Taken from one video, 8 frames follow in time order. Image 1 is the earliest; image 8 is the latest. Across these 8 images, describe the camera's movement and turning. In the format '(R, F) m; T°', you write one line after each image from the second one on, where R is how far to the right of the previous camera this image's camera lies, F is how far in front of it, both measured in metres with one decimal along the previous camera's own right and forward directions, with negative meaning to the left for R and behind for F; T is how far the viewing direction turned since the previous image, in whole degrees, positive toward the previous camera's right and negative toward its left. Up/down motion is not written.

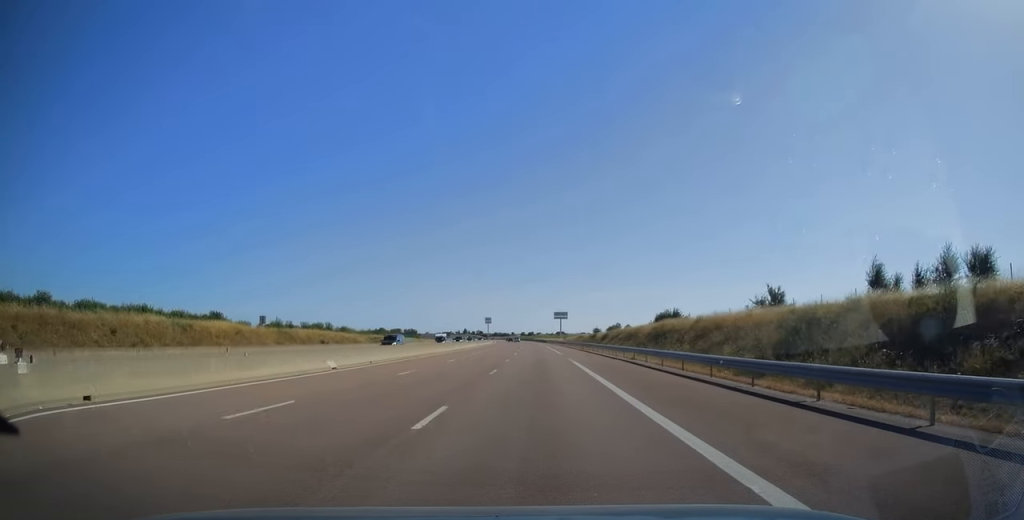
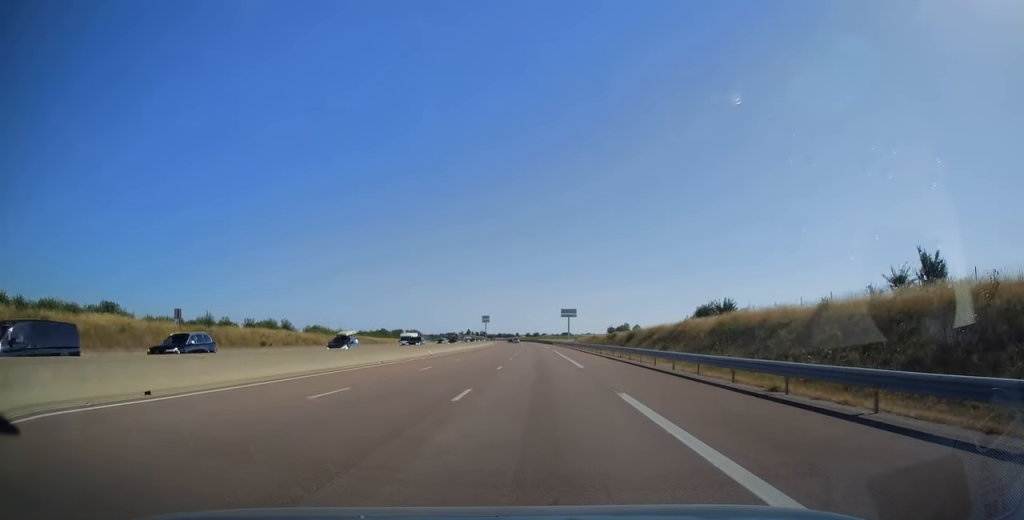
(-0.1, +22.4) m; 0°
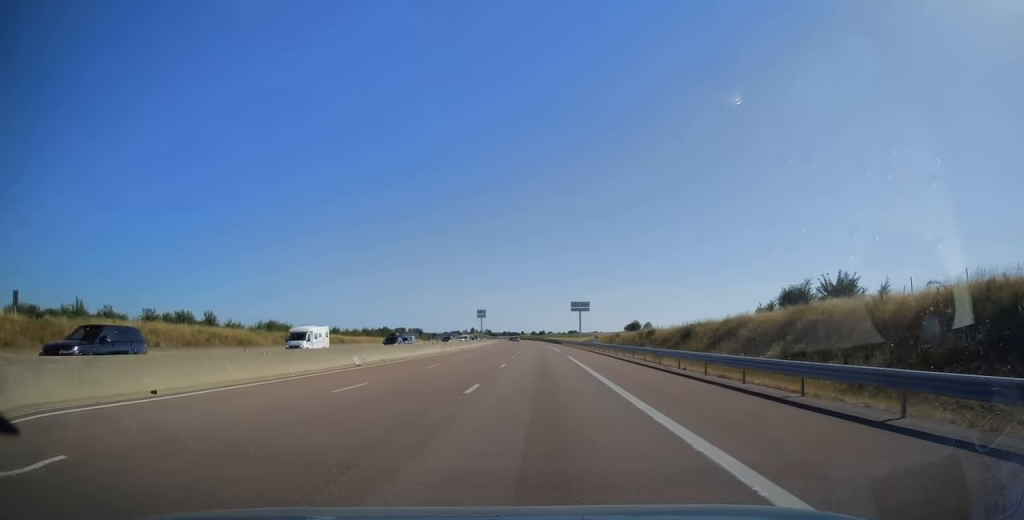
(-0.1, +24.9) m; -1°
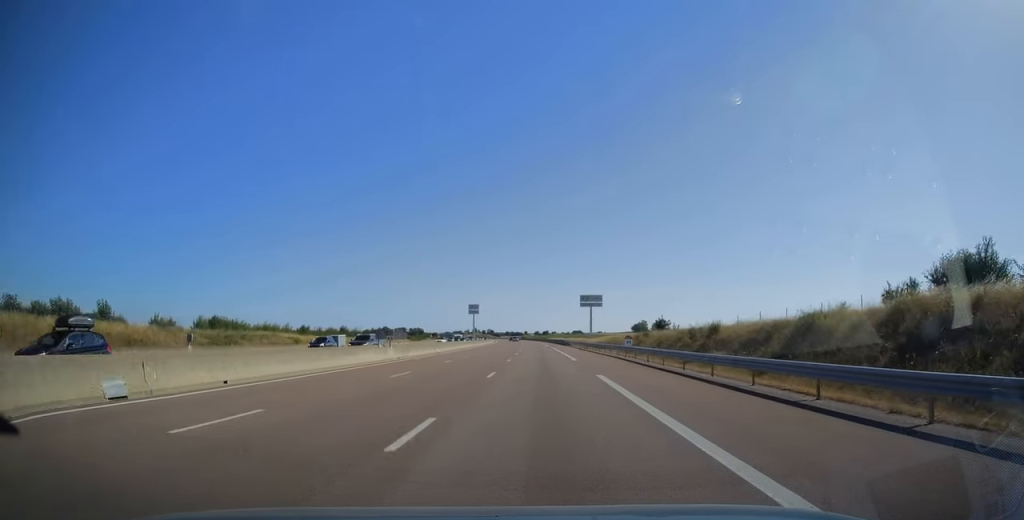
(-0.1, +20.9) m; 0°
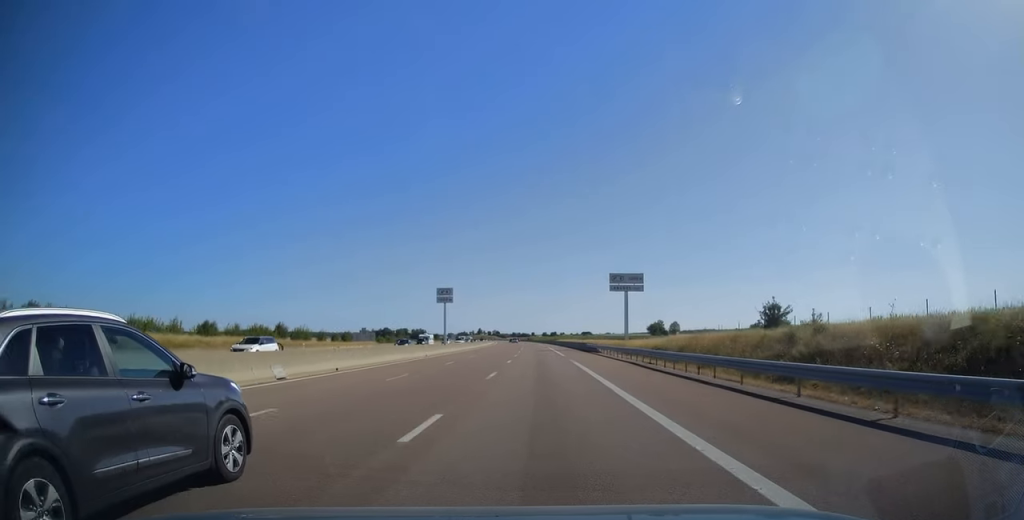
(-0.1, +39.1) m; -1°
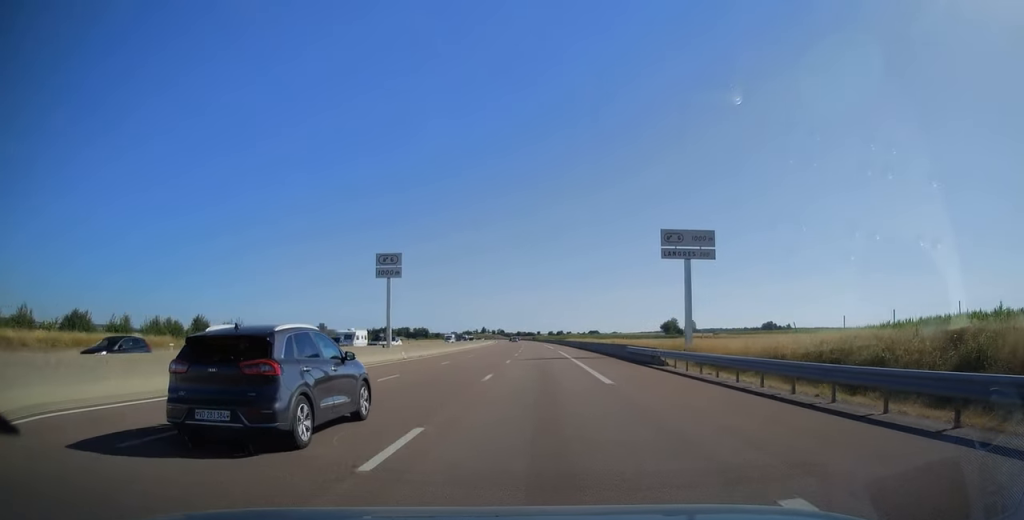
(-0.1, +28.4) m; -1°
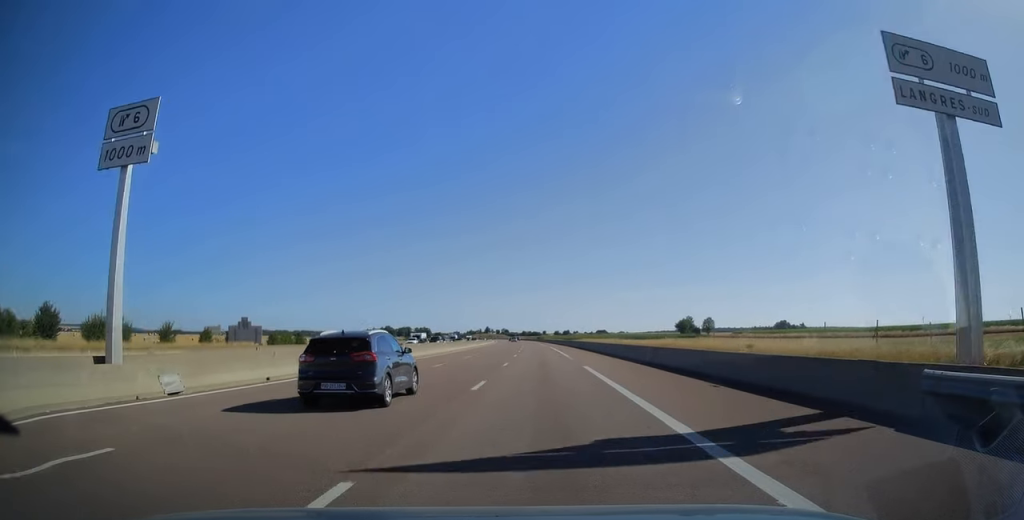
(-0.2, +29.9) m; 0°
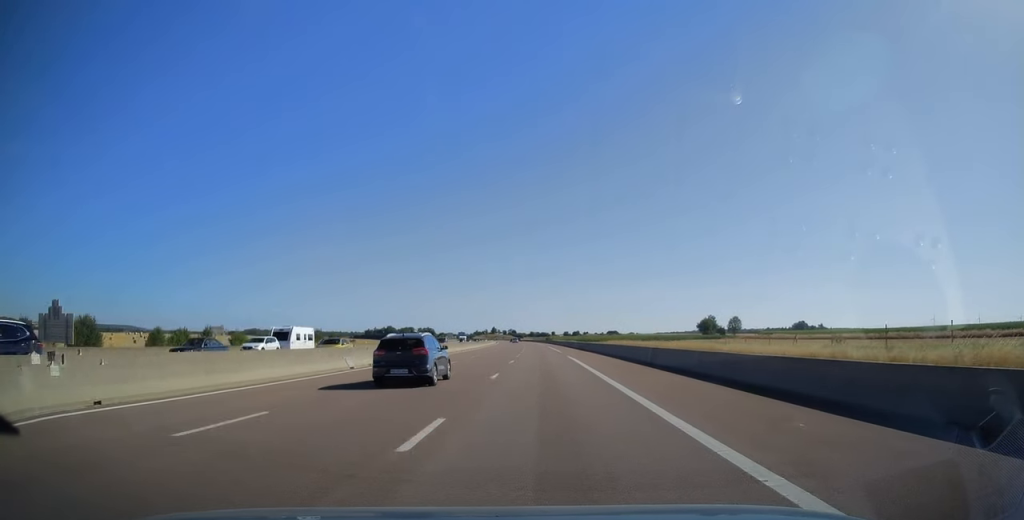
(-0.1, +34.9) m; -1°
